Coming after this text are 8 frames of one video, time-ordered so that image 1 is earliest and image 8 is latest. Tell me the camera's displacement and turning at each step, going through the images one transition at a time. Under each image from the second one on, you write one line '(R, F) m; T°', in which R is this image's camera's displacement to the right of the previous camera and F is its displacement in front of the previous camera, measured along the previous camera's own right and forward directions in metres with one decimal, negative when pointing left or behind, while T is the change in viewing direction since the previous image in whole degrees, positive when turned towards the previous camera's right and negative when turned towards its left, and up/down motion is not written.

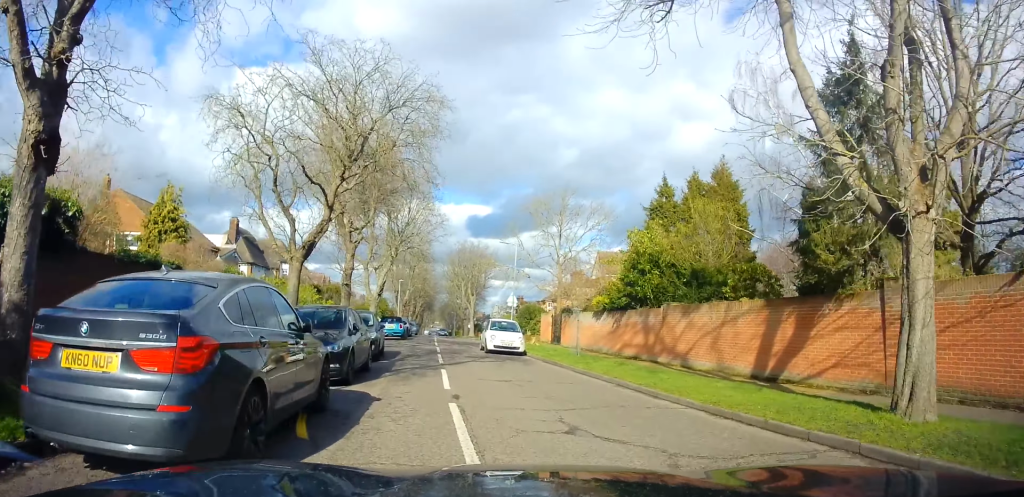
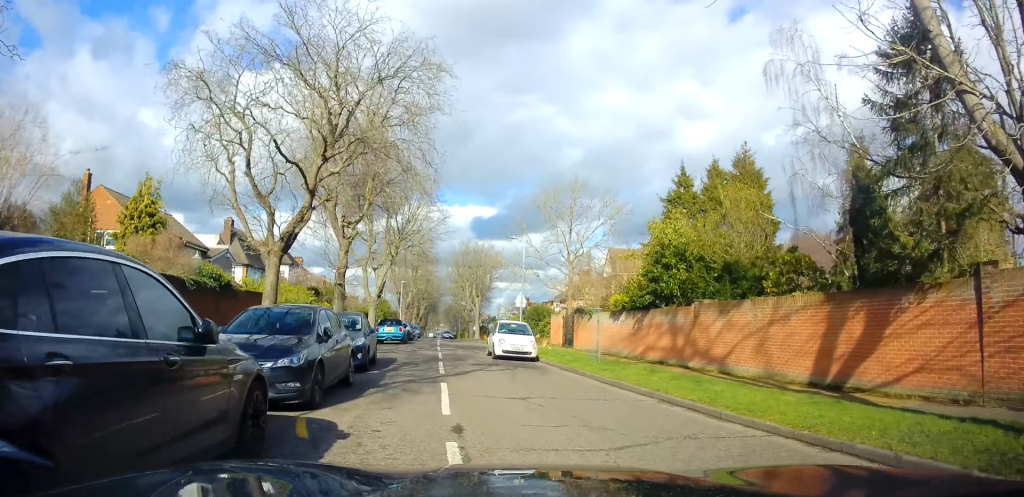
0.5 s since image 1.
(0.0, +2.5) m; 0°
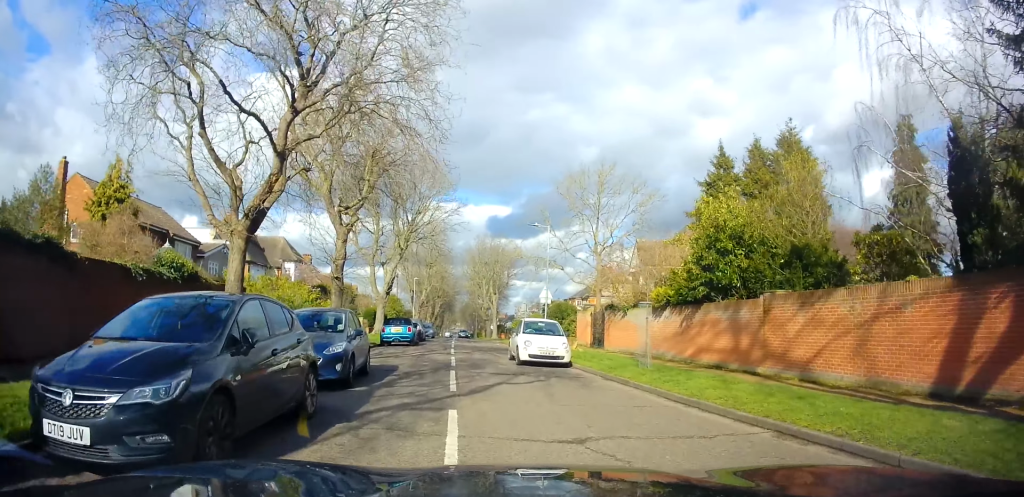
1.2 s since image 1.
(0.0, +3.5) m; 0°
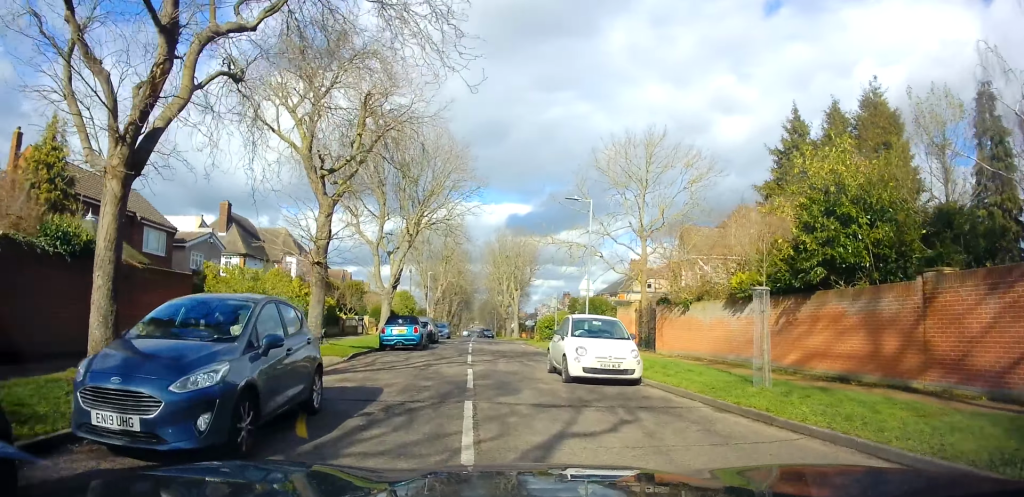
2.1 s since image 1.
(0.0, +5.4) m; 0°
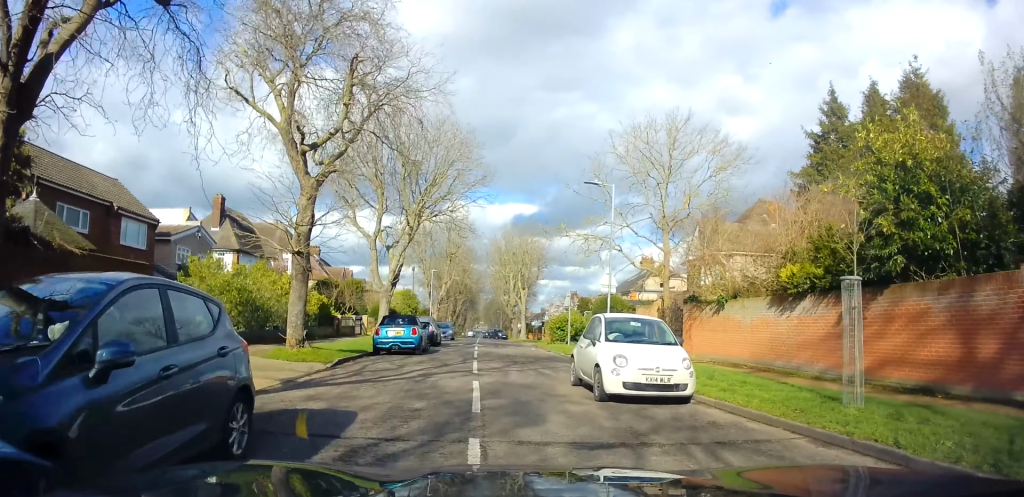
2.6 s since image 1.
(0.0, +2.5) m; 0°
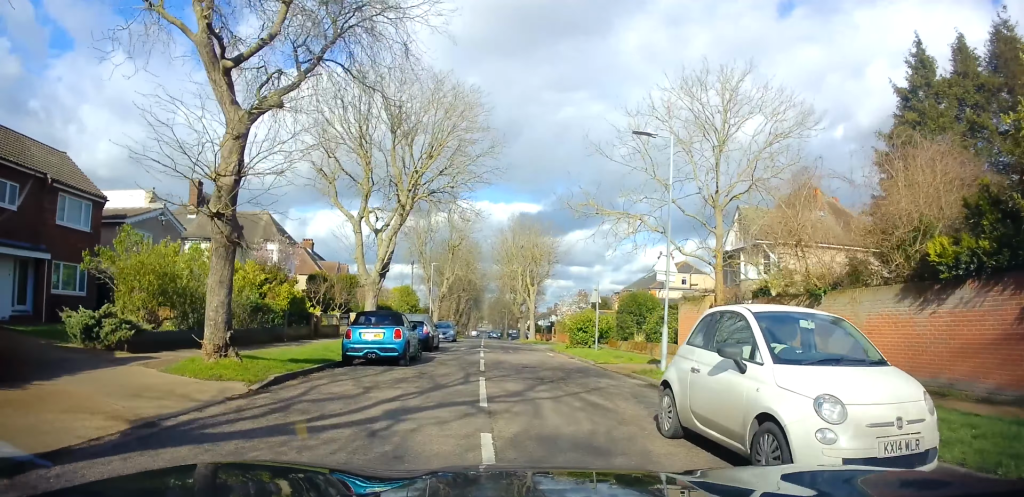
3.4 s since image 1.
(0.0, +5.2) m; -2°
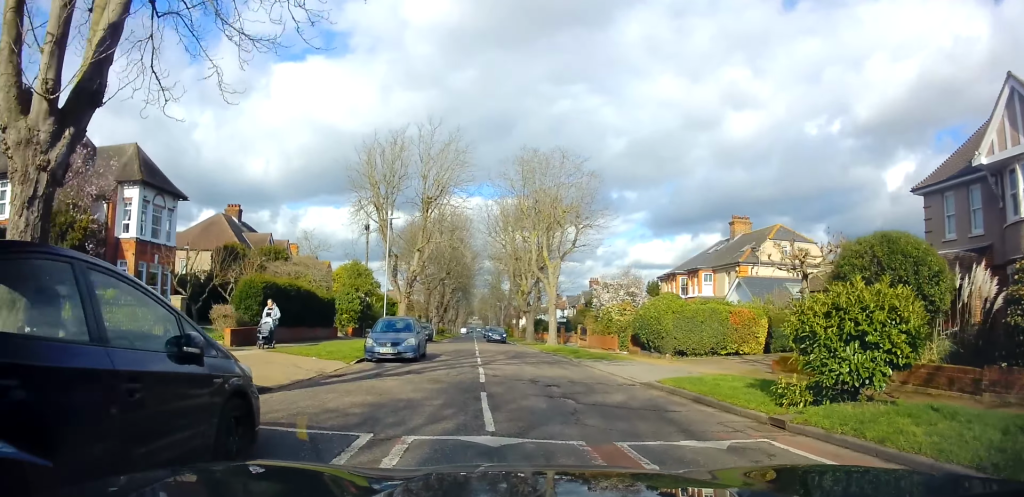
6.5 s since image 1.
(-0.1, +20.1) m; +2°
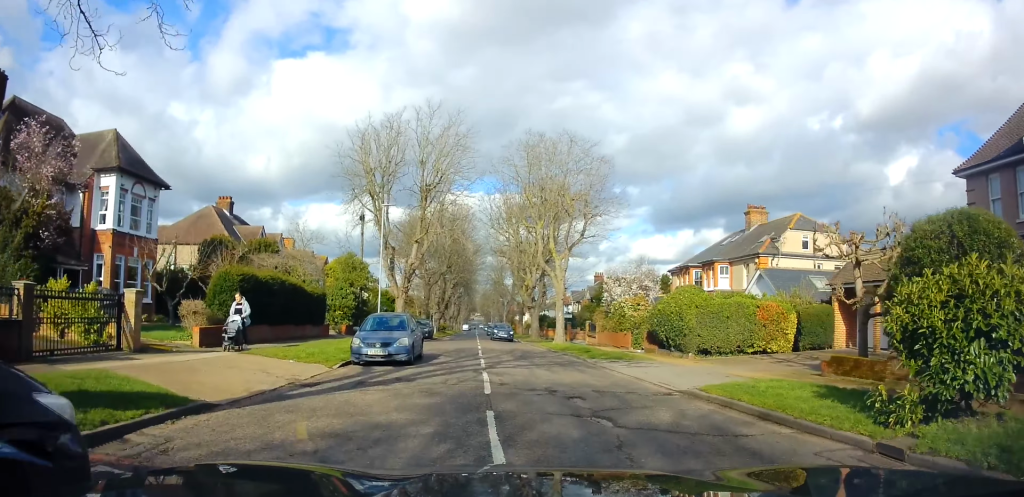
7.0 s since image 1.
(0.0, +2.5) m; 0°
